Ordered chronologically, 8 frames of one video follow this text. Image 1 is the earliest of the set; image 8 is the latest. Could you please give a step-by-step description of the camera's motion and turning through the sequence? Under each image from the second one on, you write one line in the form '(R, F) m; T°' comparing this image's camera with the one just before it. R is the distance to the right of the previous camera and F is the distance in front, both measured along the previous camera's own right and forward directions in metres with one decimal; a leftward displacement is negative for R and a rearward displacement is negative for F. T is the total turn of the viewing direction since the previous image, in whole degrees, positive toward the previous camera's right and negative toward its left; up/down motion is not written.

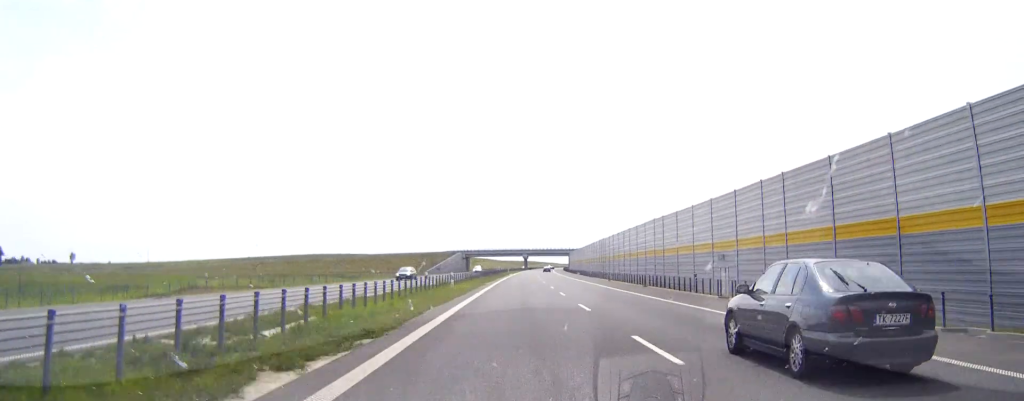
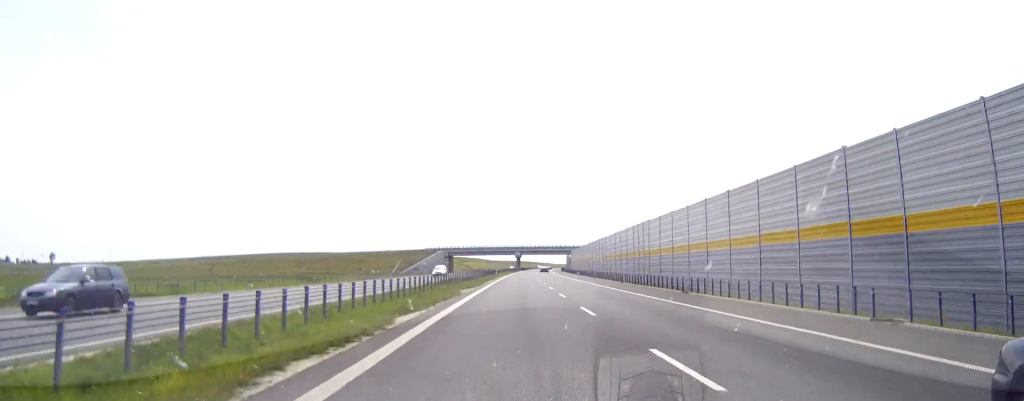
(+0.2, +38.3) m; +1°
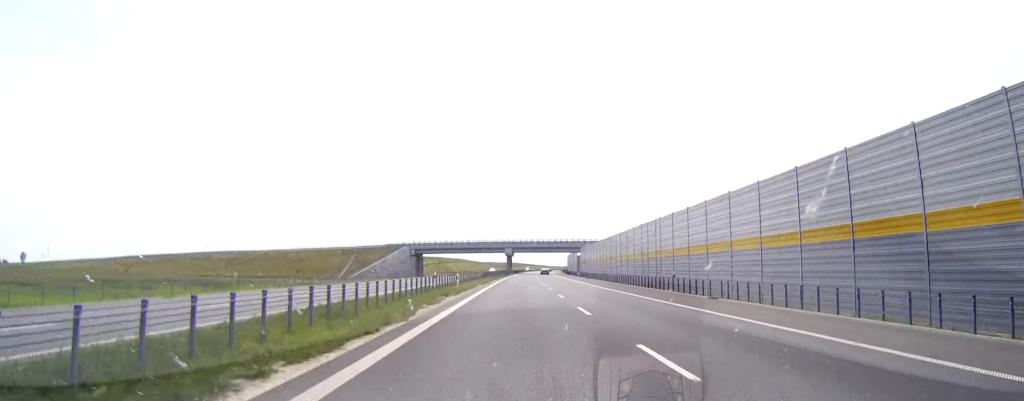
(+0.4, +59.4) m; +1°
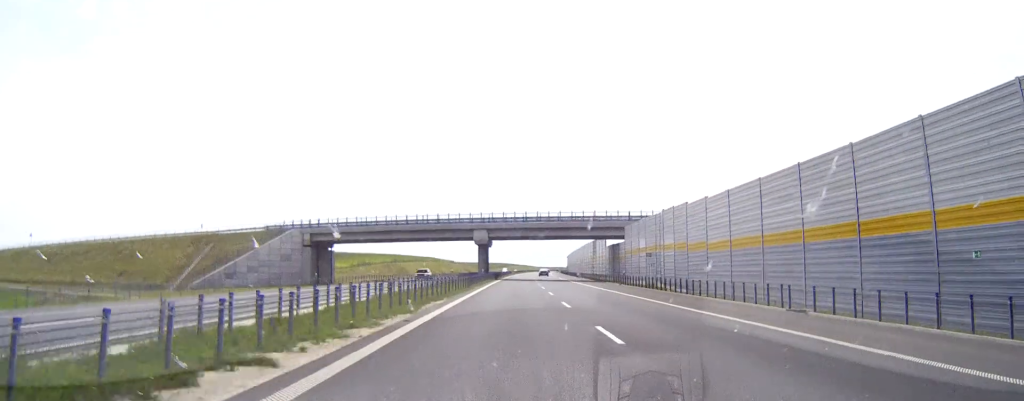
(+0.7, +80.5) m; +1°
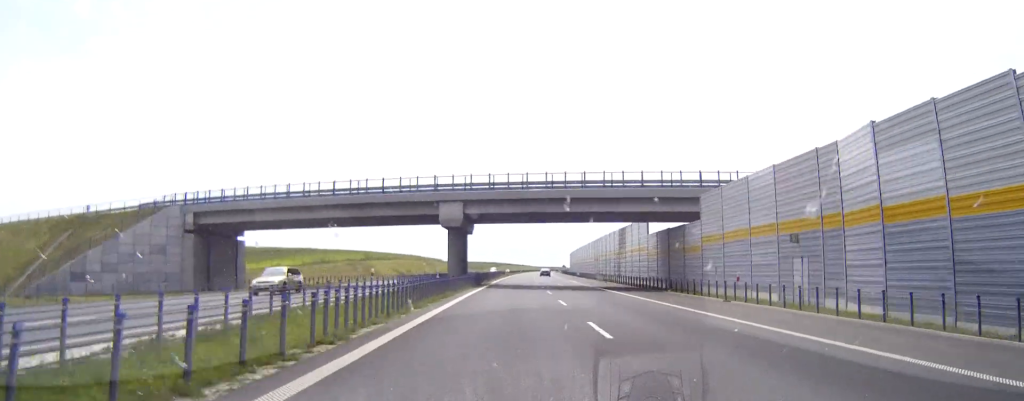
(+0.1, +35.0) m; 0°
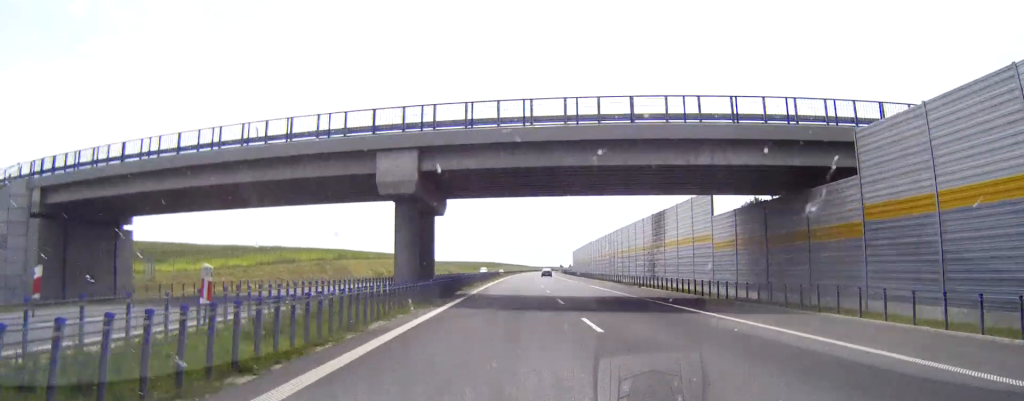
(+0.1, +22.8) m; 0°
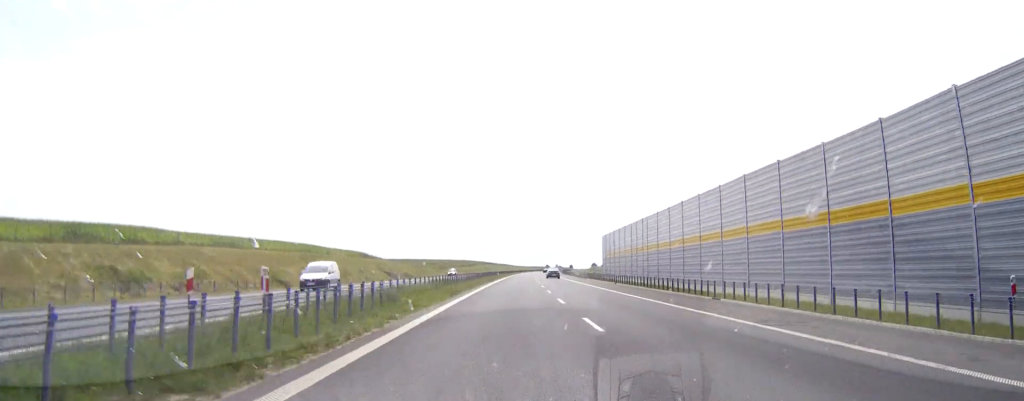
(+1.0, +96.2) m; +1°
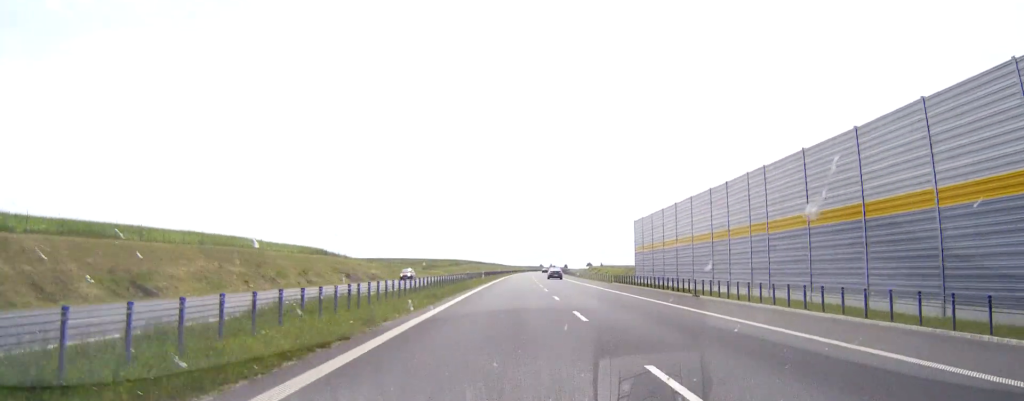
(+0.1, +33.2) m; 0°
